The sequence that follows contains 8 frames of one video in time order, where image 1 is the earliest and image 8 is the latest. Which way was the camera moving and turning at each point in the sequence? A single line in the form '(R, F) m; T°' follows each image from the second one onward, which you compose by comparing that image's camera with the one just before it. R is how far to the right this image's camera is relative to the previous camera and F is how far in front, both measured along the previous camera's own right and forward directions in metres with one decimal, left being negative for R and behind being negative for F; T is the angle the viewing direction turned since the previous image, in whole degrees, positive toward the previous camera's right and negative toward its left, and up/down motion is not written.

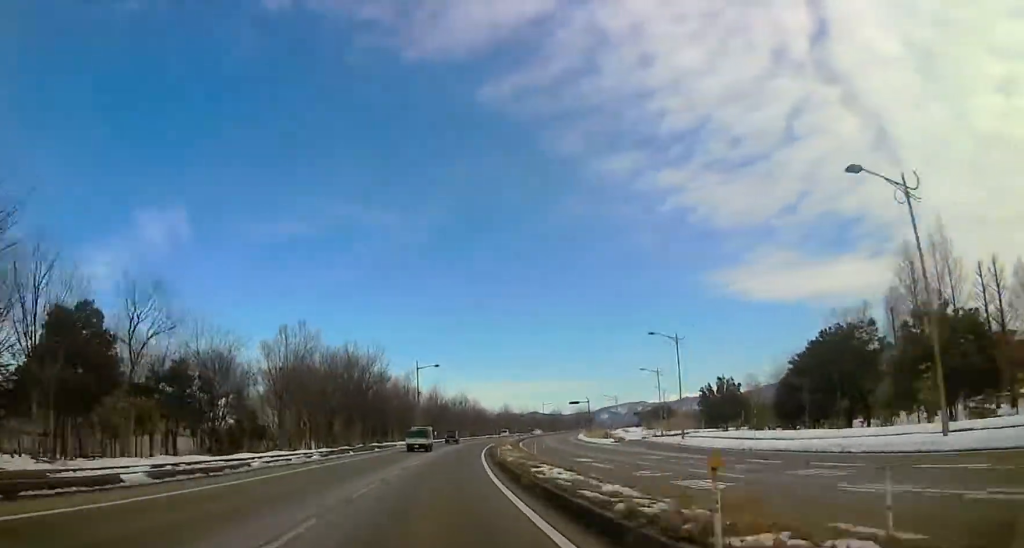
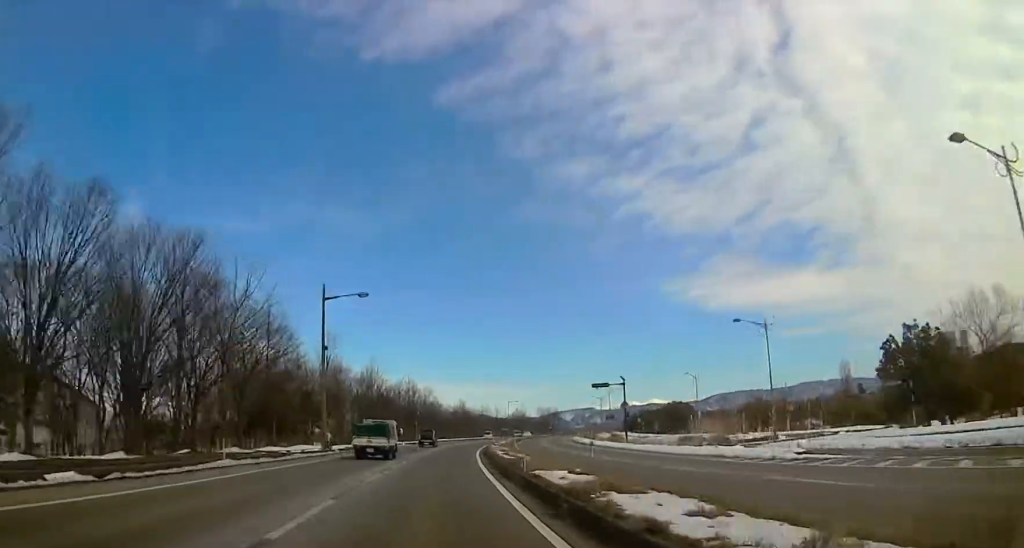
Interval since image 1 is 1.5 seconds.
(+1.9, +45.7) m; +4°
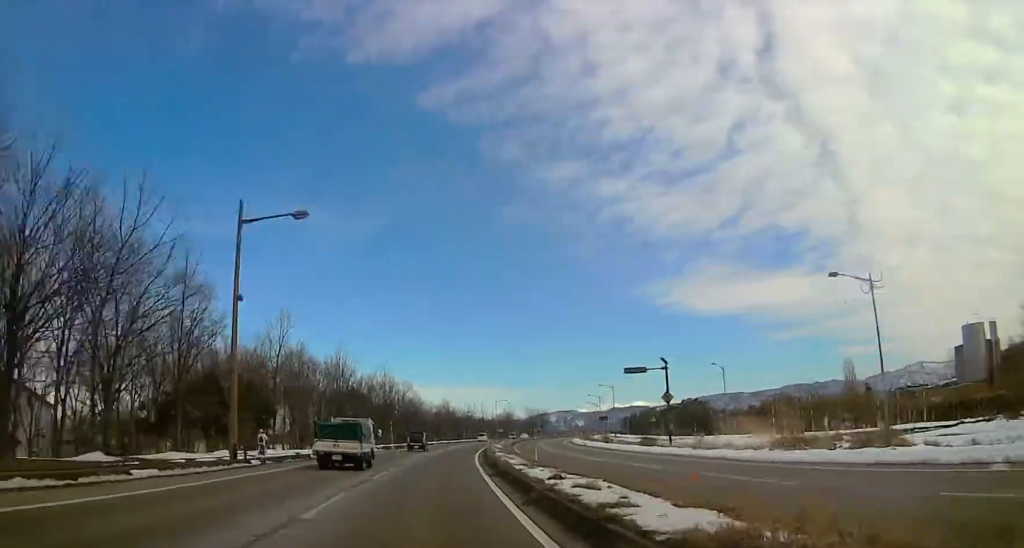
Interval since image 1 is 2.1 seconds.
(0.0, +17.2) m; 0°
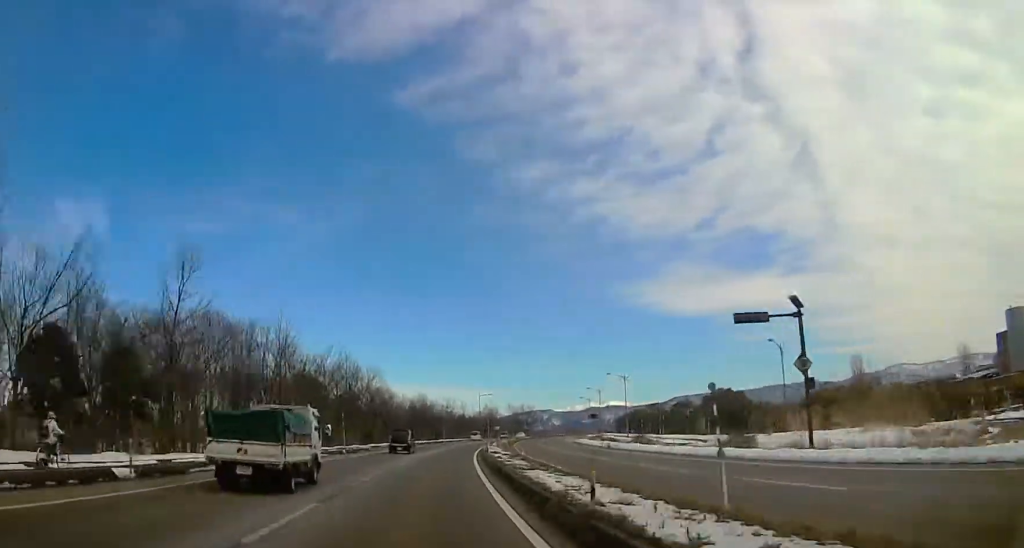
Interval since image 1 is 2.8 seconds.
(0.0, +22.1) m; +2°
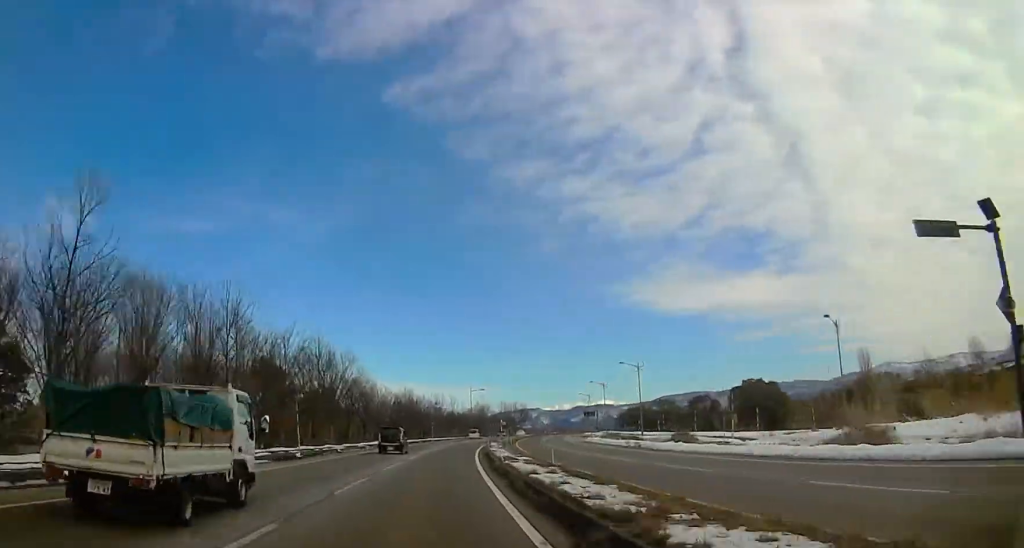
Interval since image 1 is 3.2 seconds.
(-0.3, +13.0) m; +2°
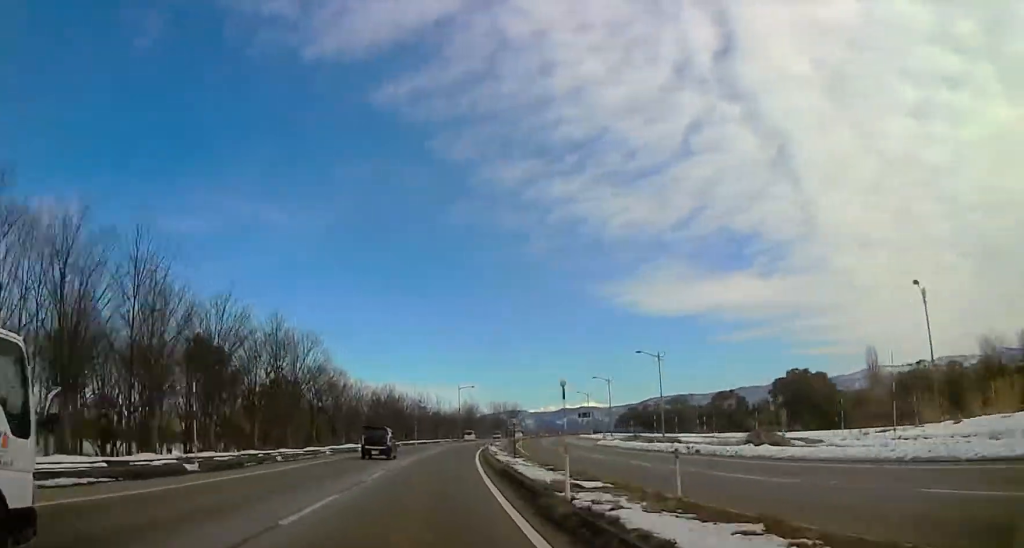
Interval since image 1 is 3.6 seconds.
(+0.1, +14.4) m; +2°
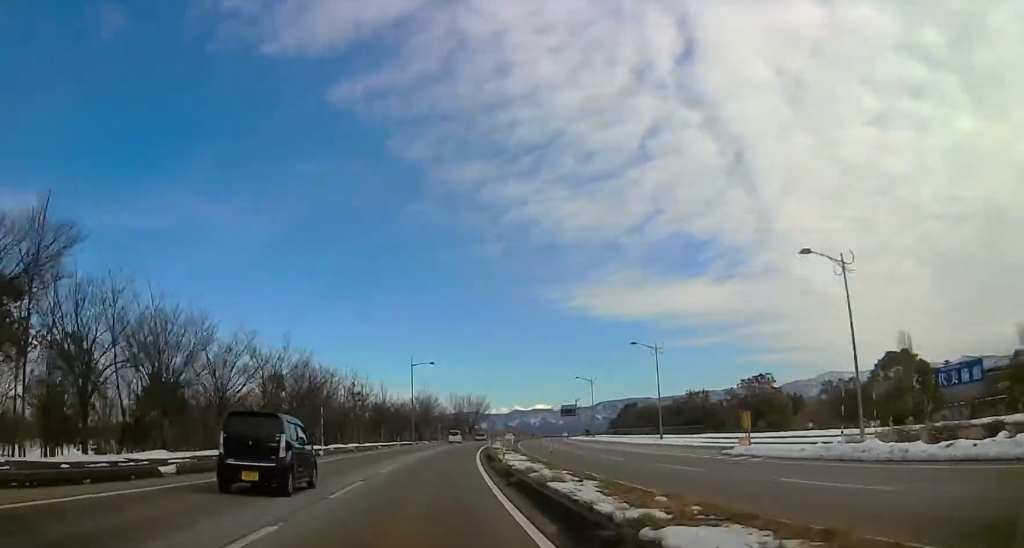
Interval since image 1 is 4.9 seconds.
(+2.7, +45.4) m; +3°
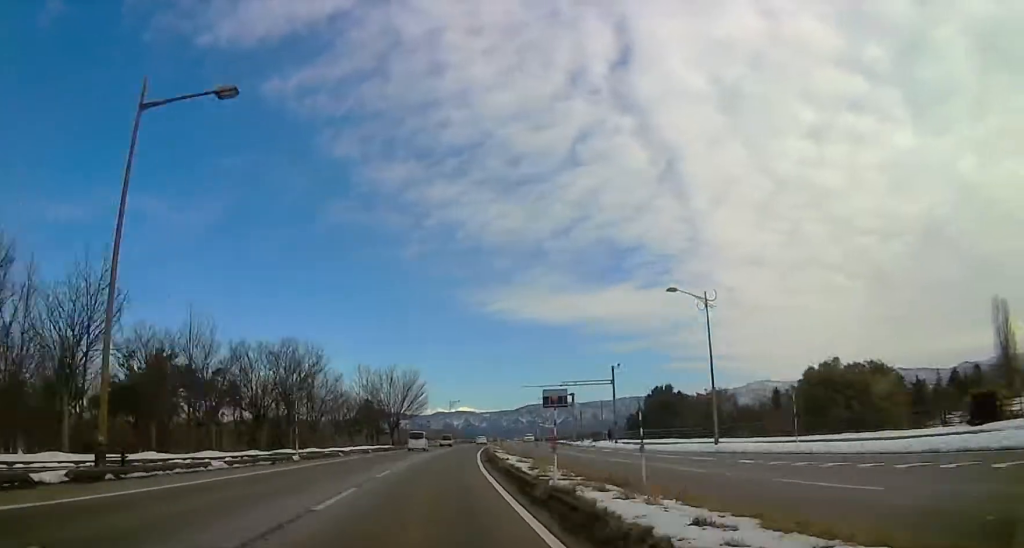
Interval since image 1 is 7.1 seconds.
(+3.6, +71.6) m; +8°
